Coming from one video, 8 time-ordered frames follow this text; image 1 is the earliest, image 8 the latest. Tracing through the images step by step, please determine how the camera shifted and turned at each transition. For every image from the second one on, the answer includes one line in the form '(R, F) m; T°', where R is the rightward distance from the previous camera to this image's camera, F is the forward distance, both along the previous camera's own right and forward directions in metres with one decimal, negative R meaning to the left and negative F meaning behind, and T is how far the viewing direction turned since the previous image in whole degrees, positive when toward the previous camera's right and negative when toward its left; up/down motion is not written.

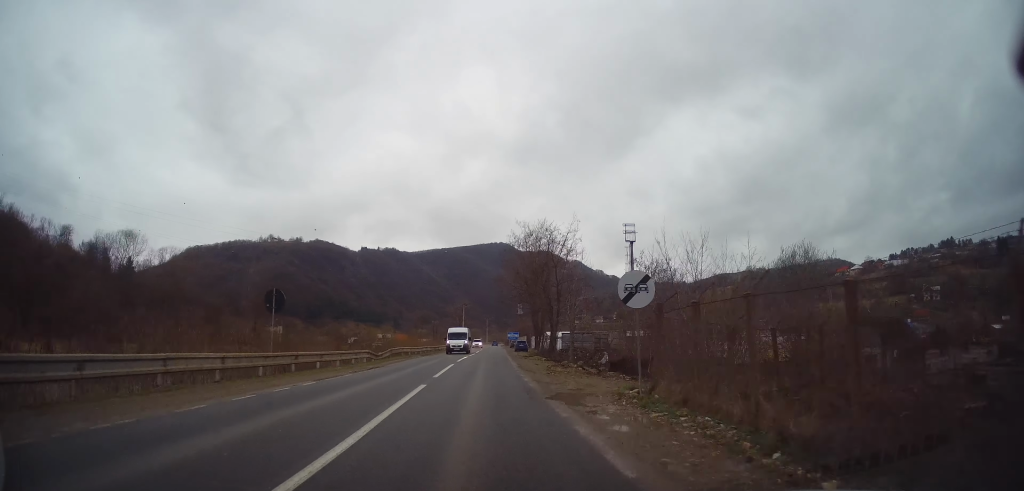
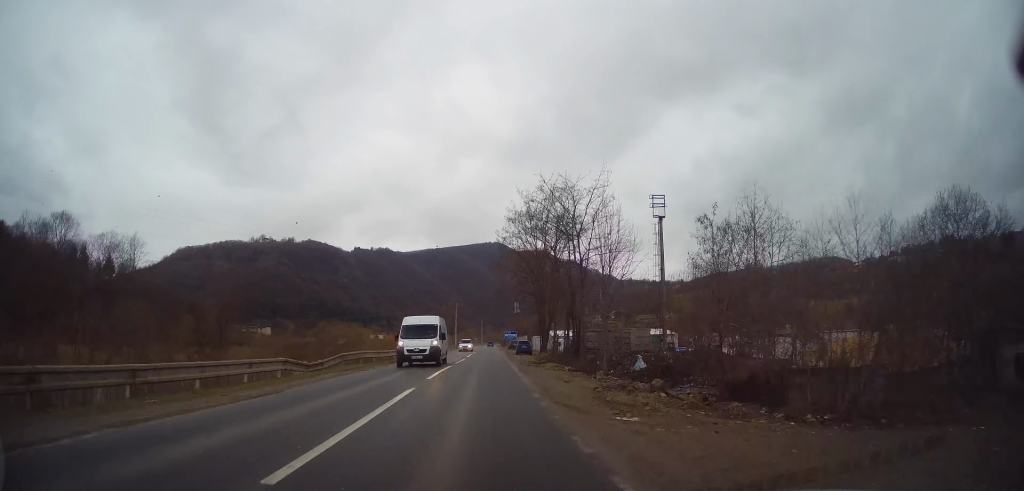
(+0.2, +12.6) m; +1°
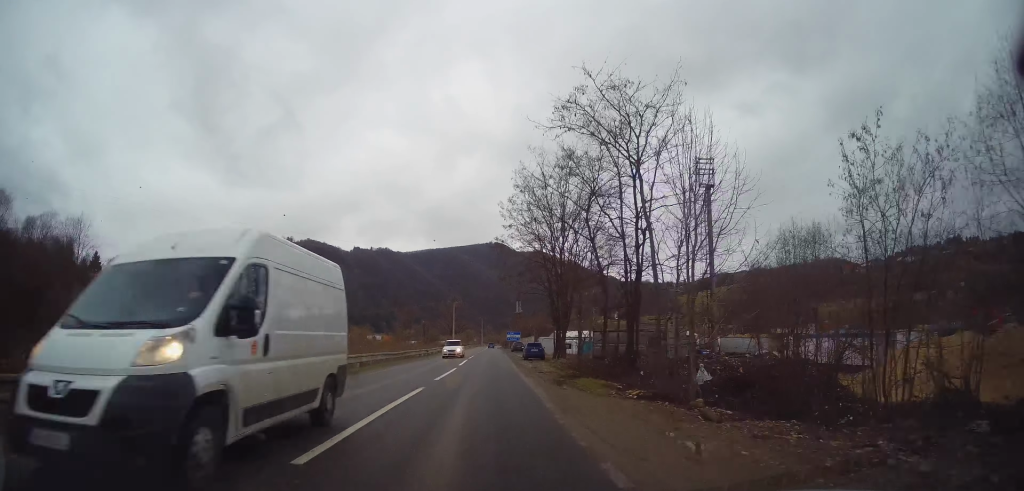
(0.0, +11.2) m; -1°
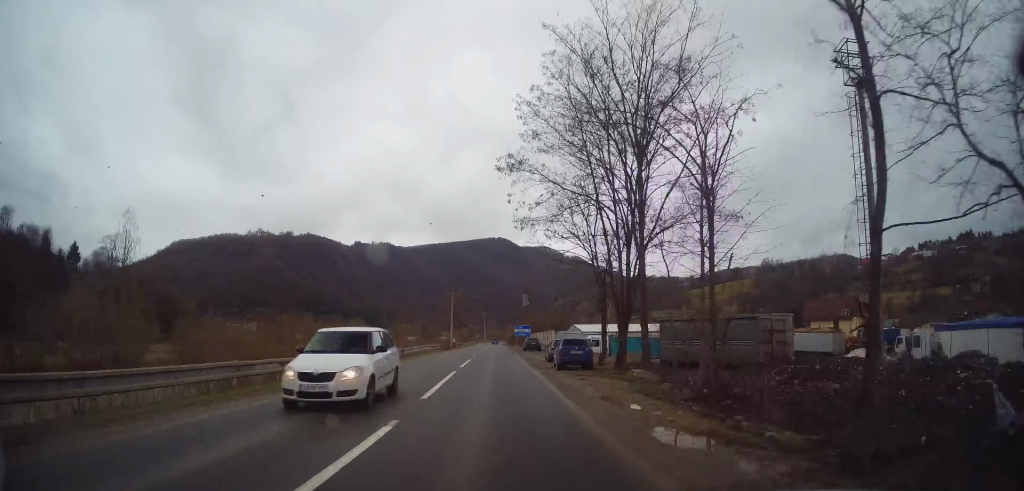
(-0.2, +18.0) m; -1°
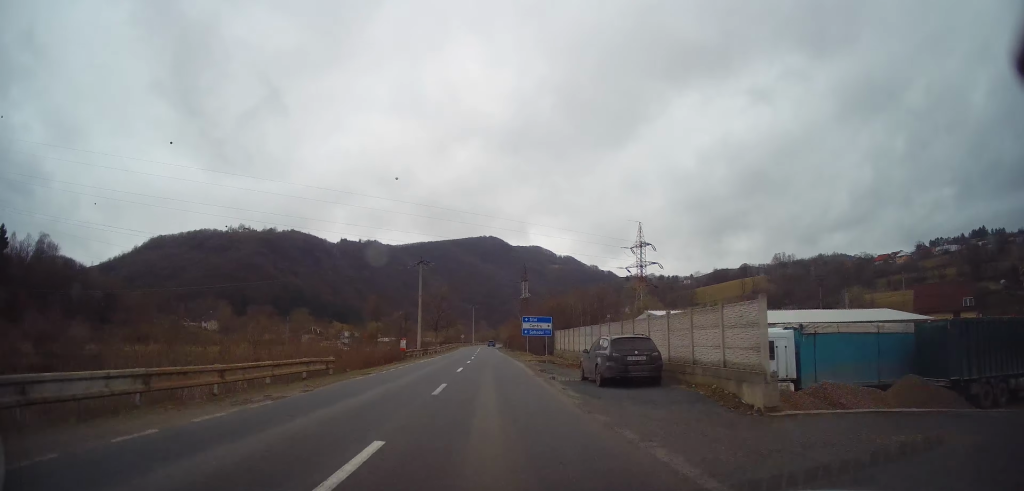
(+0.5, +40.9) m; +2°
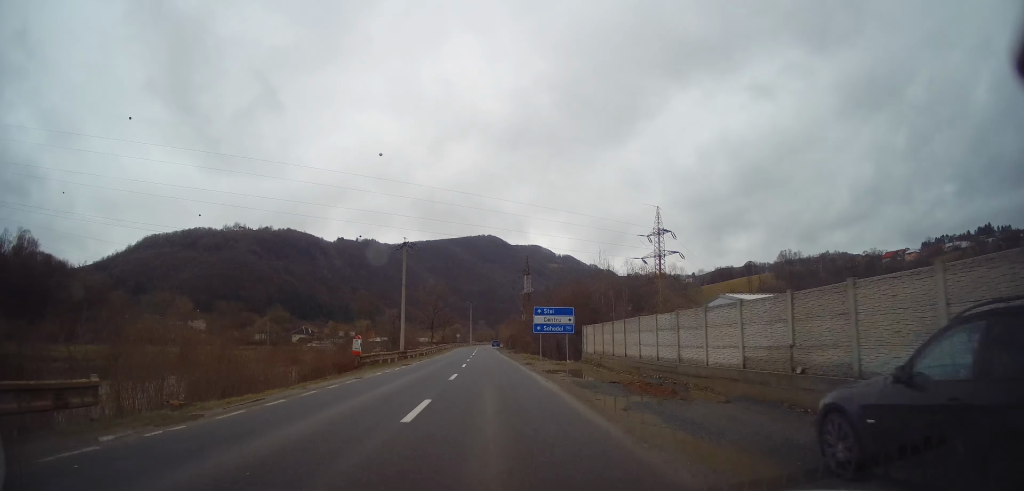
(0.0, +13.4) m; 0°
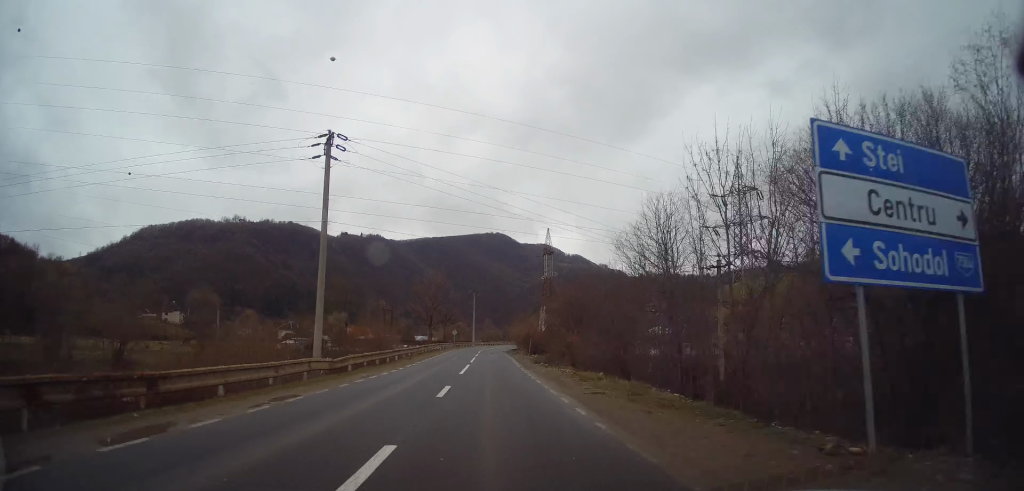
(-0.7, +31.3) m; -1°
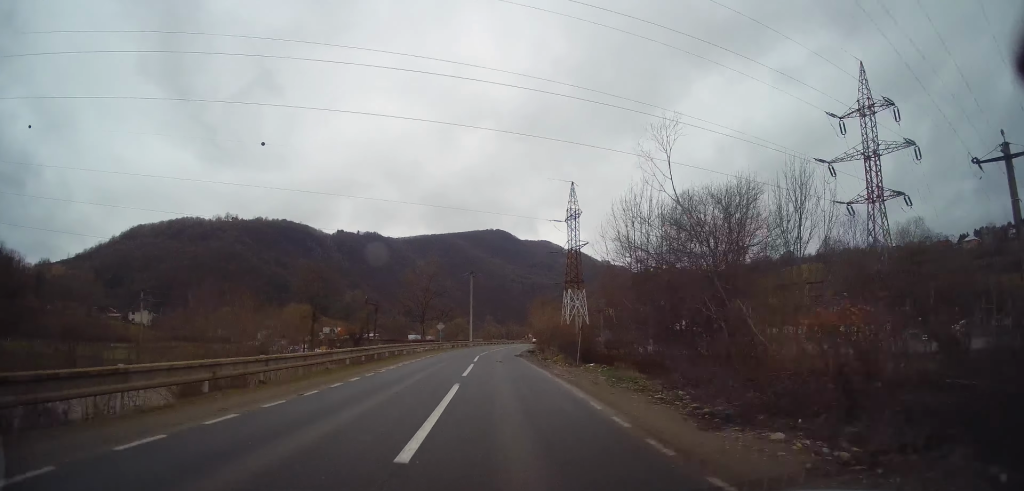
(+0.4, +27.8) m; +2°
